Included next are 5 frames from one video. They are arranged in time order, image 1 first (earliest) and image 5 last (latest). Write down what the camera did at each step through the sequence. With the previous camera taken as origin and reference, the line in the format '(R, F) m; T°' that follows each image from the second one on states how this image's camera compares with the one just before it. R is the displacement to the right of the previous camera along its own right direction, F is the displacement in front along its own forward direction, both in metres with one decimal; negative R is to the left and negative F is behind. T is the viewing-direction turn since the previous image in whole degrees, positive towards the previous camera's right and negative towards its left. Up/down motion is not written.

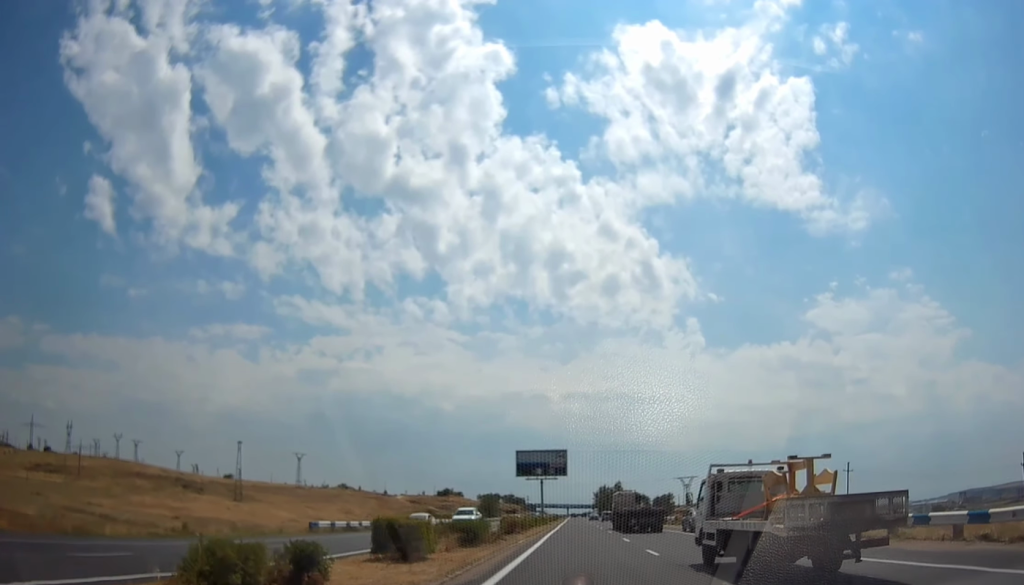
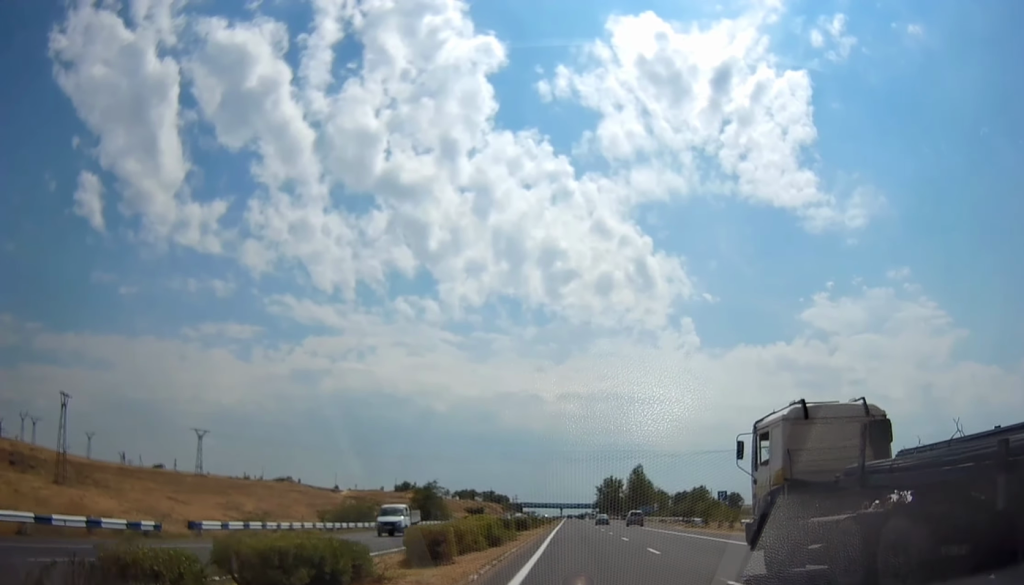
(-0.6, +89.2) m; 0°
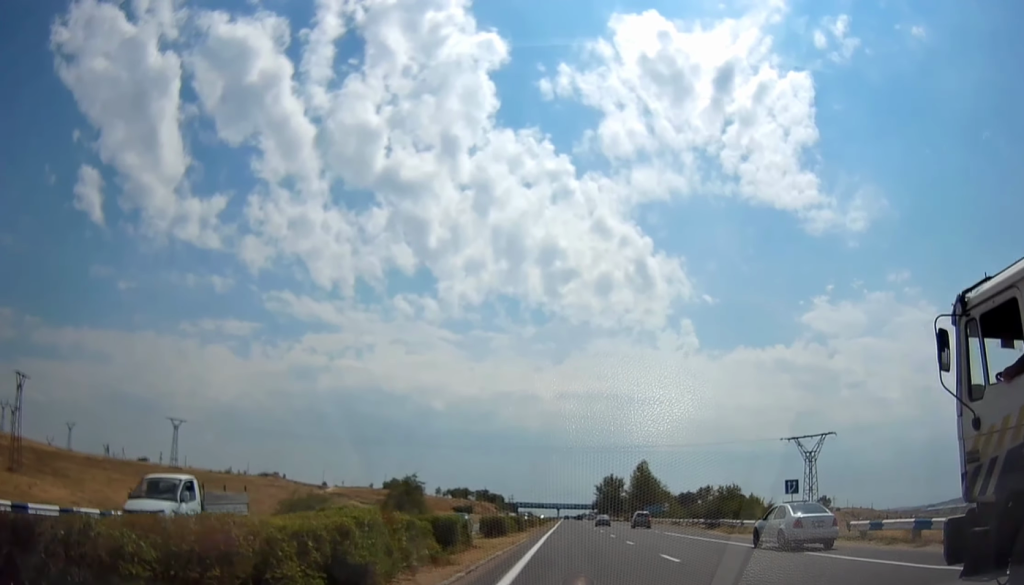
(-0.1, +15.6) m; 0°
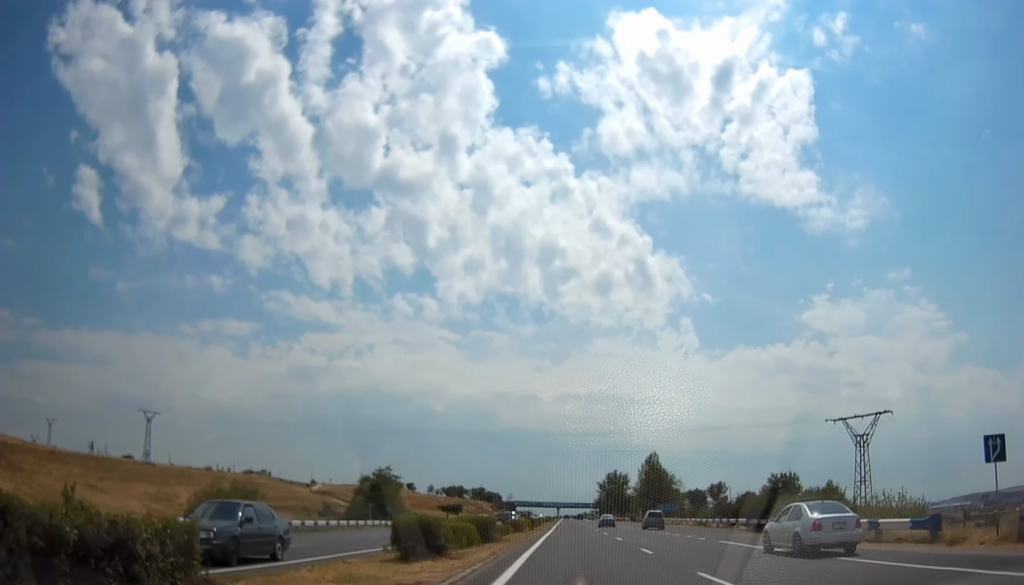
(+0.2, +16.9) m; 0°
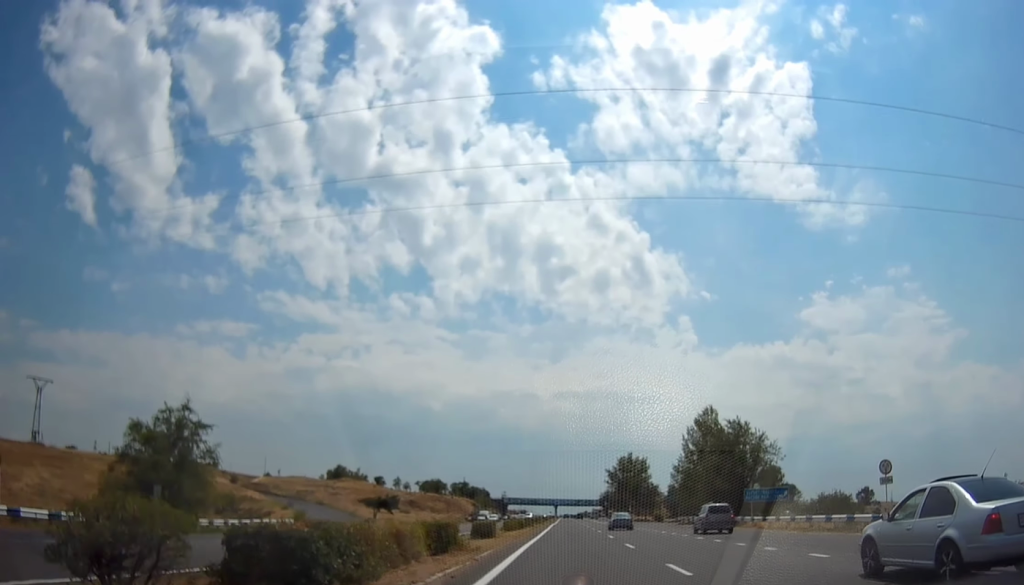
(+0.2, +55.6) m; 0°
